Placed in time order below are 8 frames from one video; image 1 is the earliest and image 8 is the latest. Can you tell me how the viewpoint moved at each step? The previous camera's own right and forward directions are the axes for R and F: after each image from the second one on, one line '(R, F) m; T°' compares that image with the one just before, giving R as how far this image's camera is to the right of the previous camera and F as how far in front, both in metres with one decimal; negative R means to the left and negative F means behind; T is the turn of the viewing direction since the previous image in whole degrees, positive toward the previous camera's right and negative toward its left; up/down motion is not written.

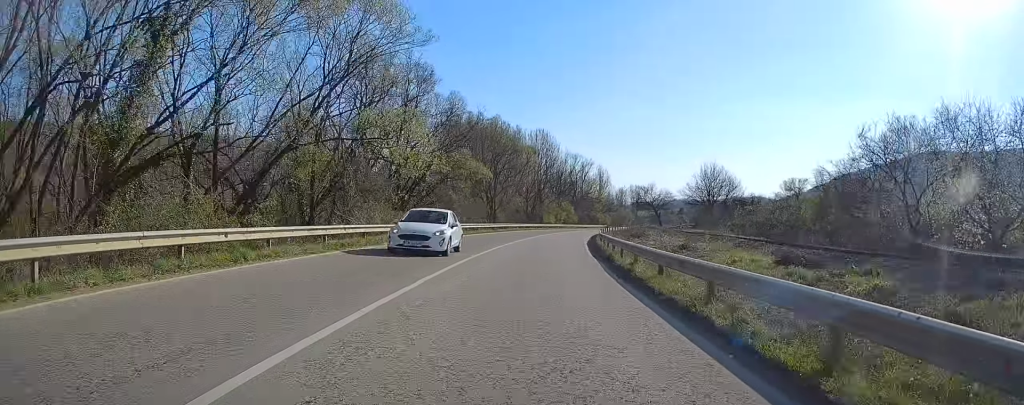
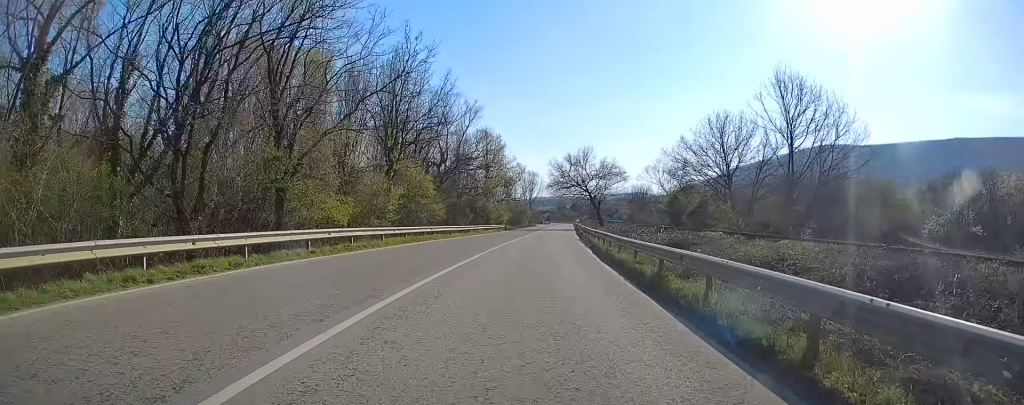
(+5.8, +71.4) m; +10°
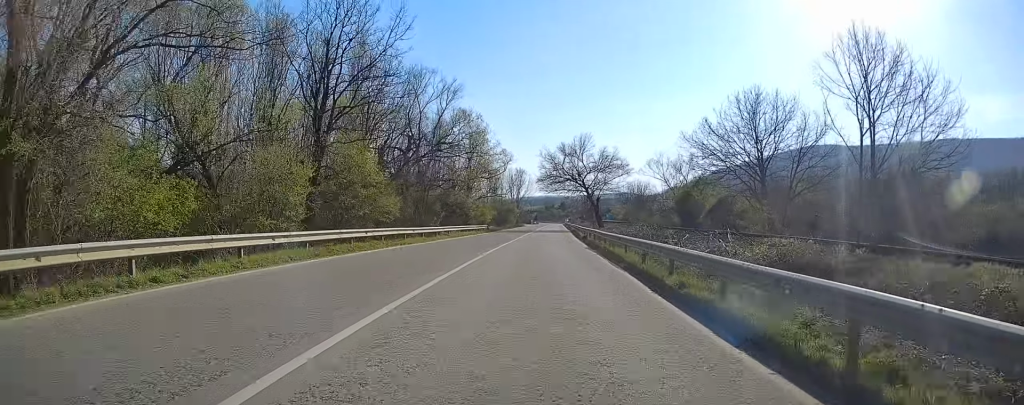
(+0.1, +12.3) m; +1°
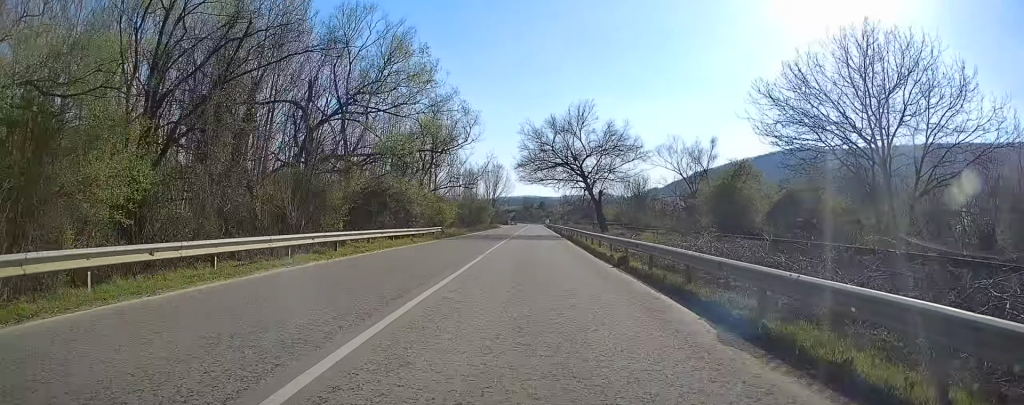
(+0.4, +21.1) m; +2°
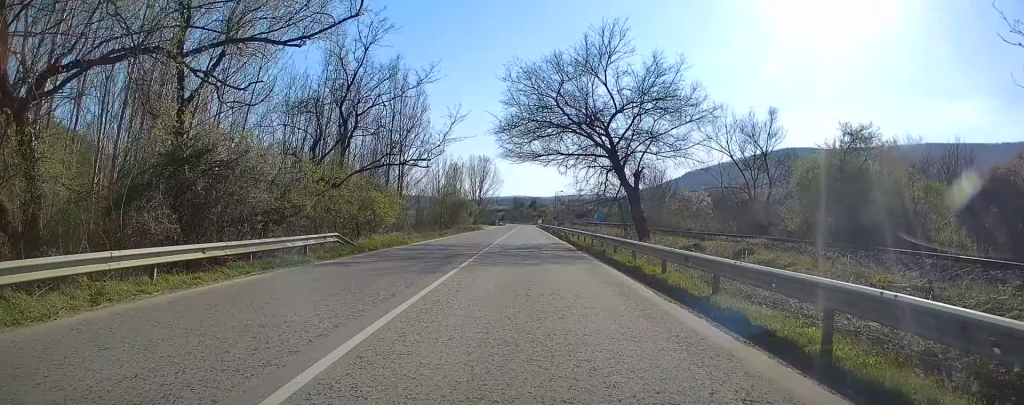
(+0.5, +21.9) m; +2°
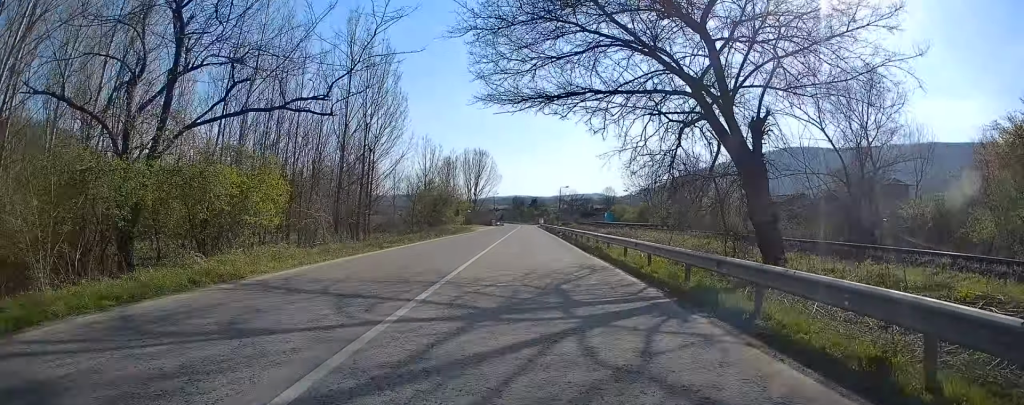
(+0.3, +17.4) m; +1°
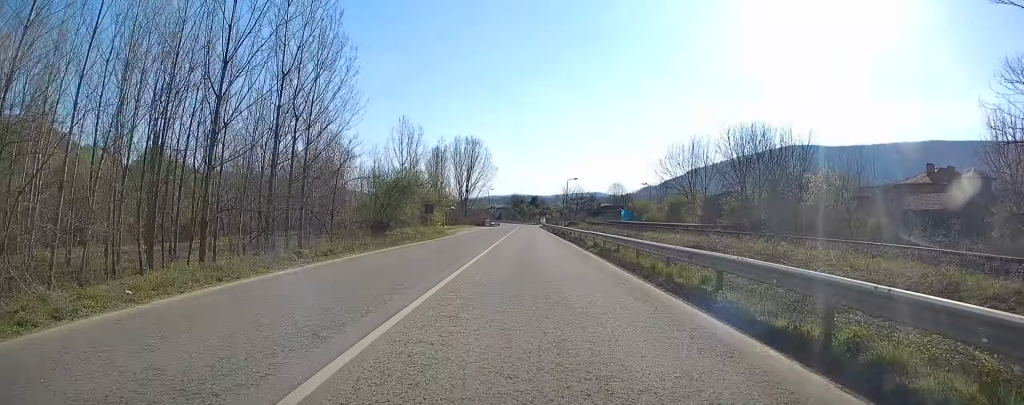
(+0.2, +21.7) m; 0°
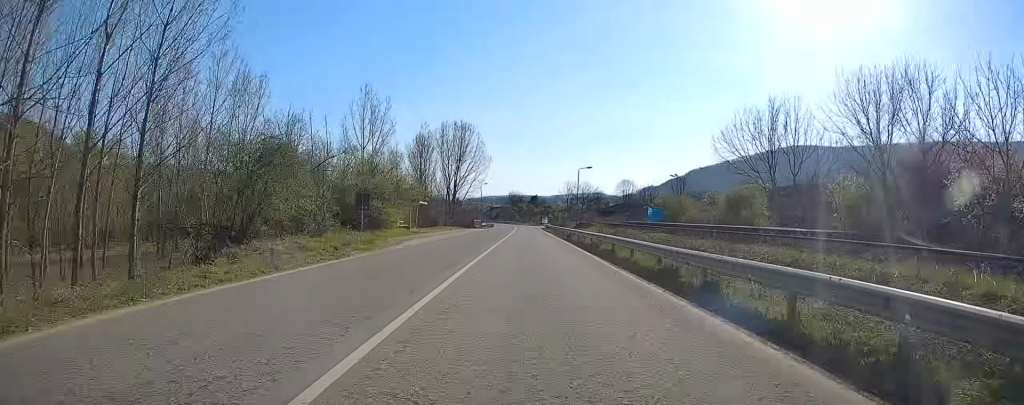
(-0.1, +22.6) m; 0°
